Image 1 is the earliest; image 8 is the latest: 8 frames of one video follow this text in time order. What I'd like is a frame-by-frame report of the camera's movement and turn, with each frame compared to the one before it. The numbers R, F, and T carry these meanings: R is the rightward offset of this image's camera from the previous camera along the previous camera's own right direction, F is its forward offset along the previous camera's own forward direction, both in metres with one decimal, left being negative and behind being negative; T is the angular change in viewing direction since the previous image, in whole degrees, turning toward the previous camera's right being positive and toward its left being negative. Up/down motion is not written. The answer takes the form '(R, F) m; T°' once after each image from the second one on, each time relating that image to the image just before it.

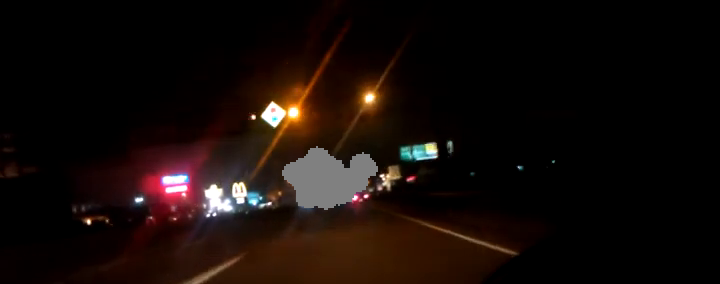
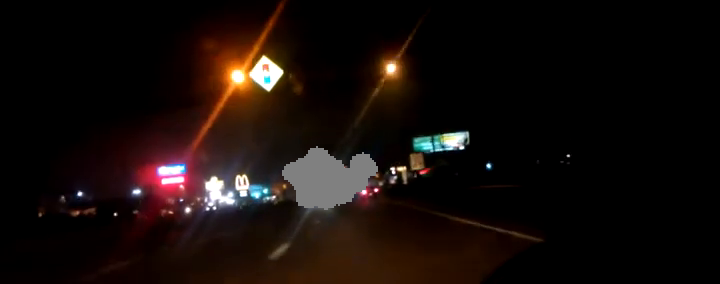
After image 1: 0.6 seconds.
(+0.1, +13.3) m; 0°
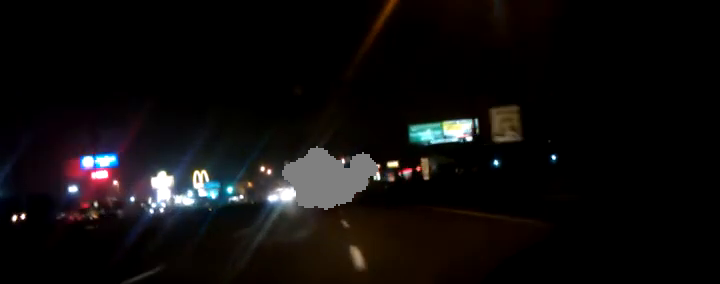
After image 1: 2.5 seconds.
(-1.3, +39.3) m; -3°
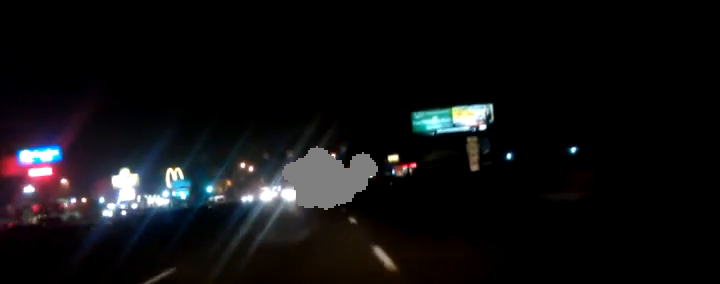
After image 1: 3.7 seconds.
(+0.3, +24.1) m; +2°
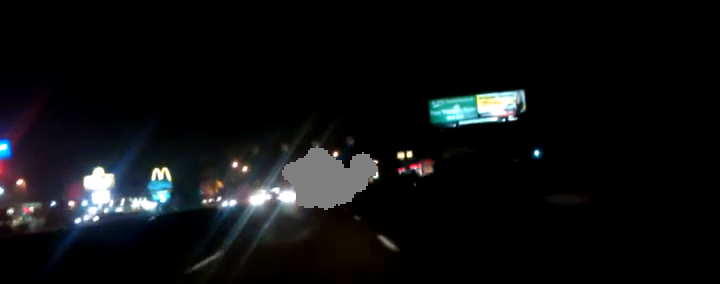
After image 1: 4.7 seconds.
(+0.3, +20.5) m; 0°
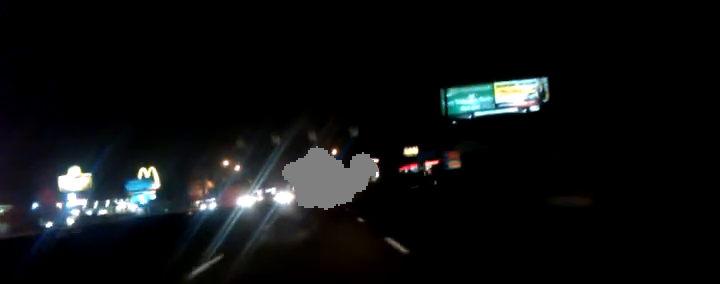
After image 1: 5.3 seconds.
(-0.1, +13.0) m; 0°
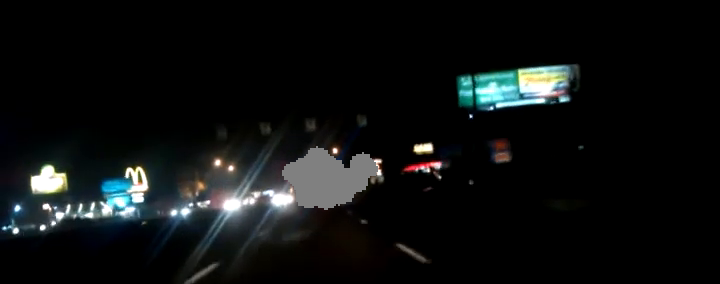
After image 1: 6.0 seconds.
(0.0, +13.0) m; +1°
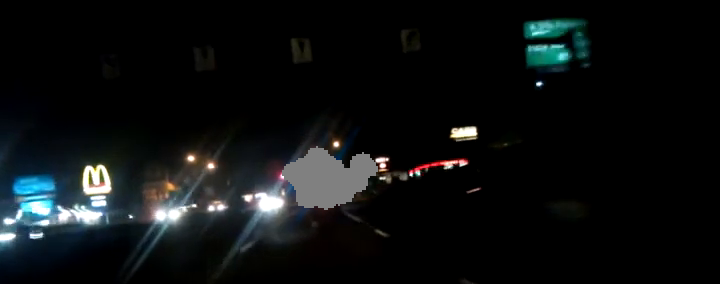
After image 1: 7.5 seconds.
(+0.6, +31.1) m; 0°
